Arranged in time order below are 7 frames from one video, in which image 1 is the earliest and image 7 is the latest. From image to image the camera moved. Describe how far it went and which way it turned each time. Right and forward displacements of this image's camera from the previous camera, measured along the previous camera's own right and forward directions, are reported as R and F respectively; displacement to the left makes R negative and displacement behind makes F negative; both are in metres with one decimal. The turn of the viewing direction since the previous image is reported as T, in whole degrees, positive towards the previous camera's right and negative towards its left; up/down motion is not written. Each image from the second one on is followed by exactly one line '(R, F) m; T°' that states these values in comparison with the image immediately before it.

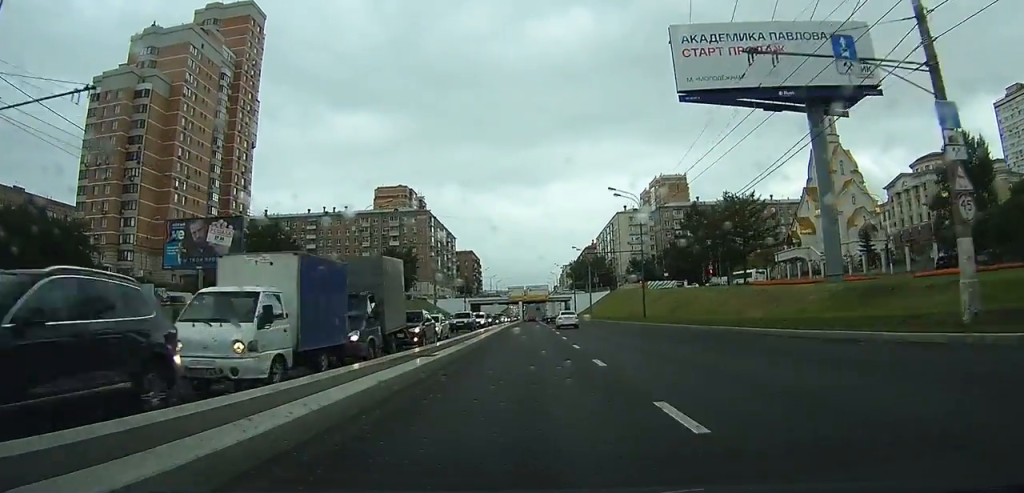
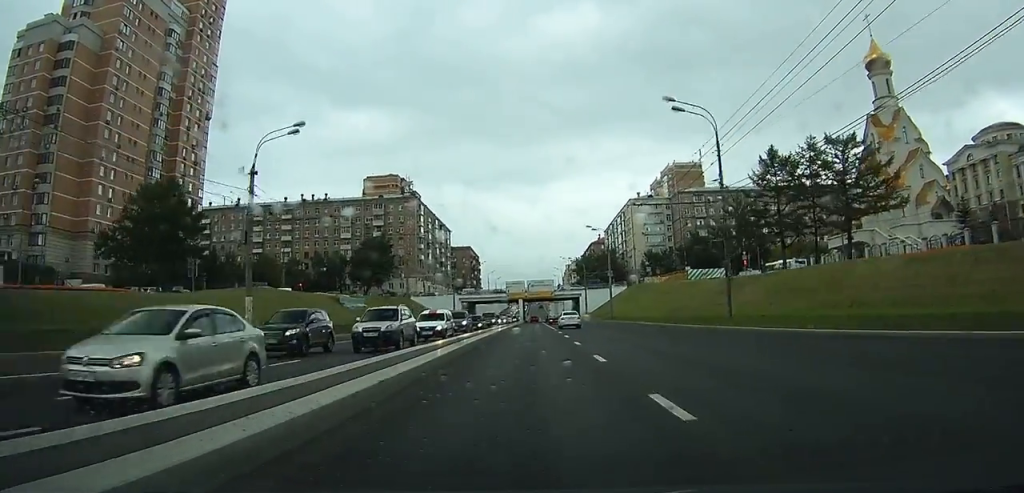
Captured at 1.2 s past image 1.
(+0.1, +23.6) m; 0°
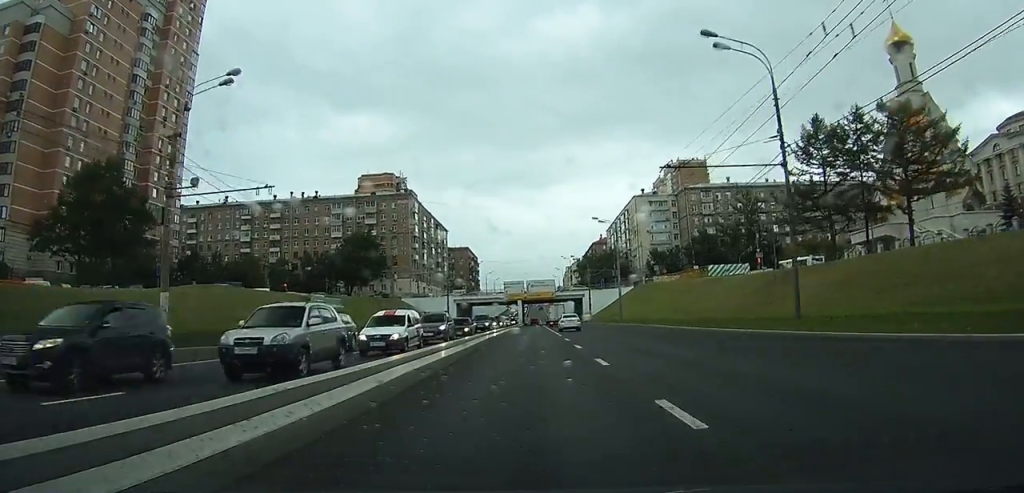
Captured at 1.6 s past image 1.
(0.0, +8.4) m; 0°
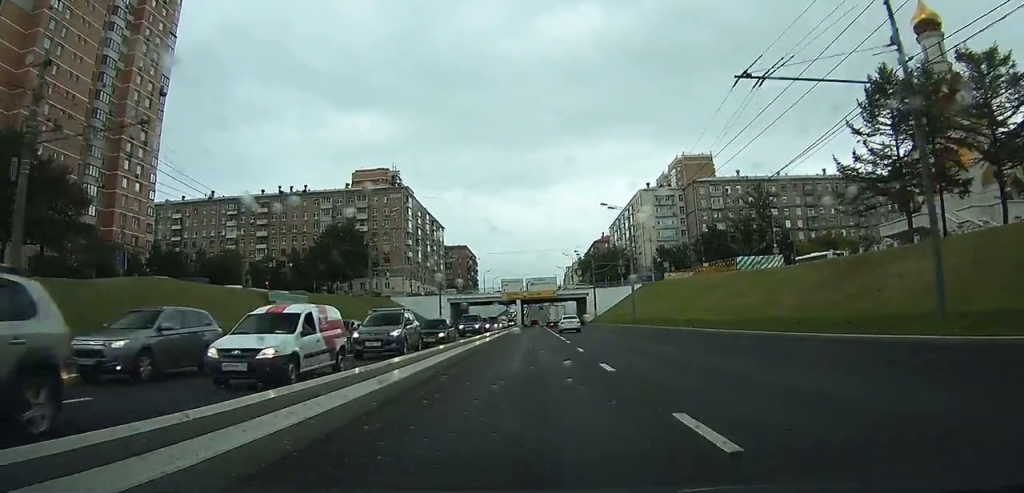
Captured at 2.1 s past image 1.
(0.0, +9.1) m; 0°
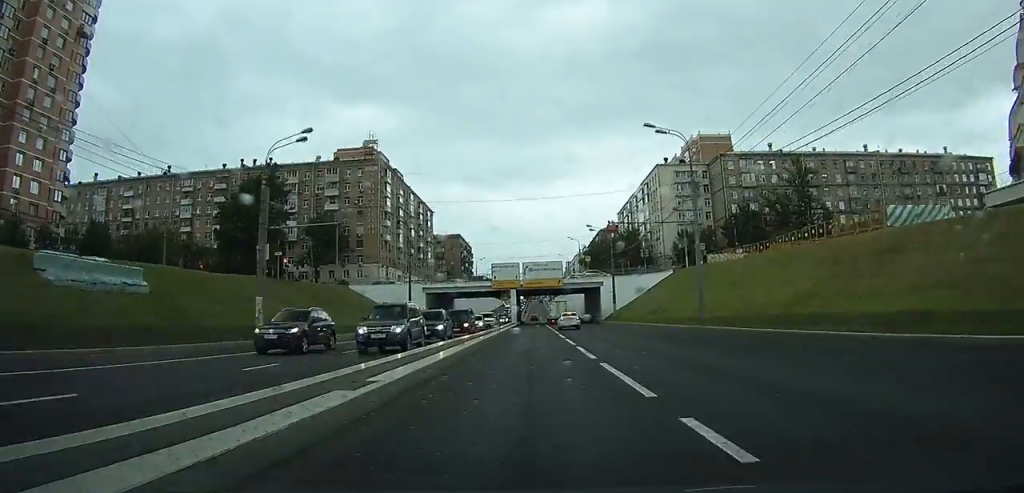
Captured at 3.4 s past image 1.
(-0.2, +24.5) m; 0°
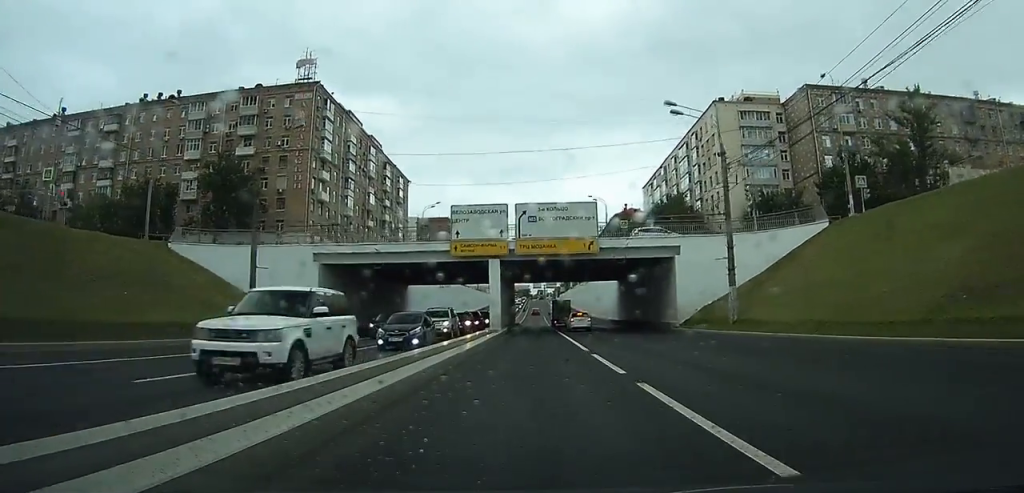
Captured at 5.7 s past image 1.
(+0.4, +44.6) m; +1°
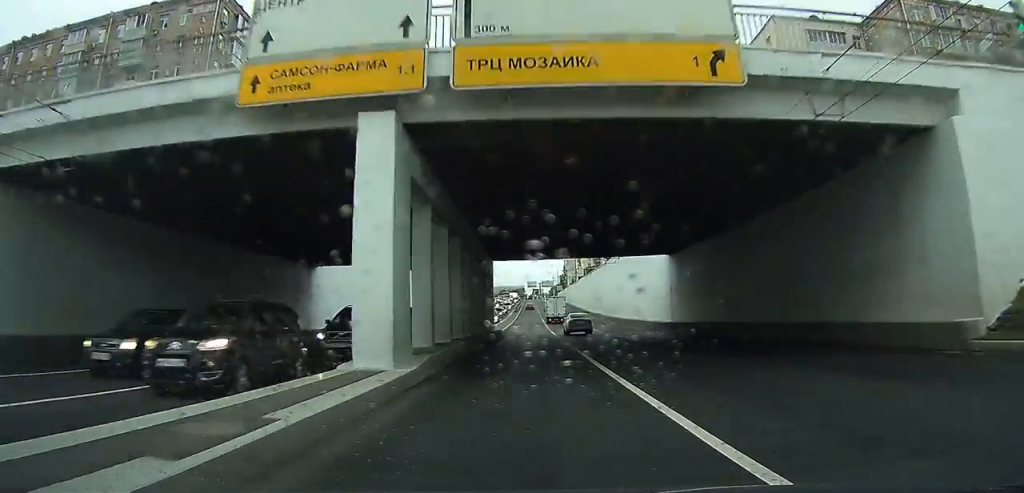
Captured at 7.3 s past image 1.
(+0.2, +30.3) m; 0°
